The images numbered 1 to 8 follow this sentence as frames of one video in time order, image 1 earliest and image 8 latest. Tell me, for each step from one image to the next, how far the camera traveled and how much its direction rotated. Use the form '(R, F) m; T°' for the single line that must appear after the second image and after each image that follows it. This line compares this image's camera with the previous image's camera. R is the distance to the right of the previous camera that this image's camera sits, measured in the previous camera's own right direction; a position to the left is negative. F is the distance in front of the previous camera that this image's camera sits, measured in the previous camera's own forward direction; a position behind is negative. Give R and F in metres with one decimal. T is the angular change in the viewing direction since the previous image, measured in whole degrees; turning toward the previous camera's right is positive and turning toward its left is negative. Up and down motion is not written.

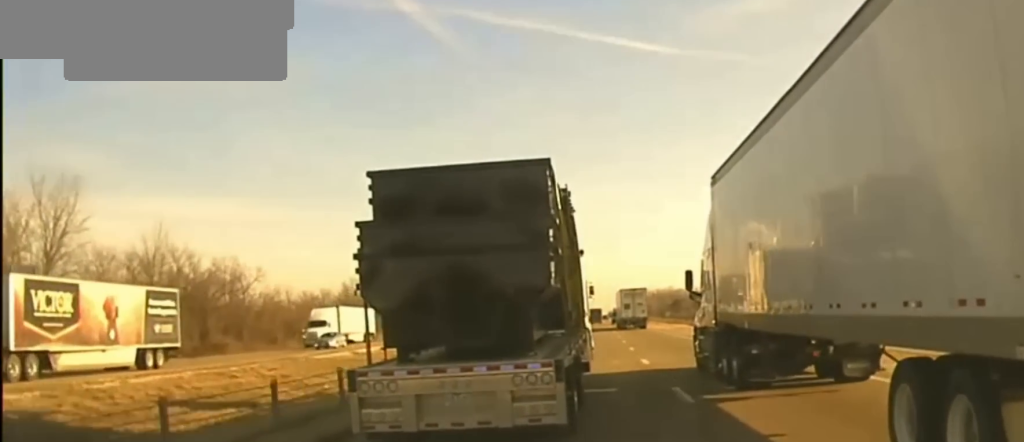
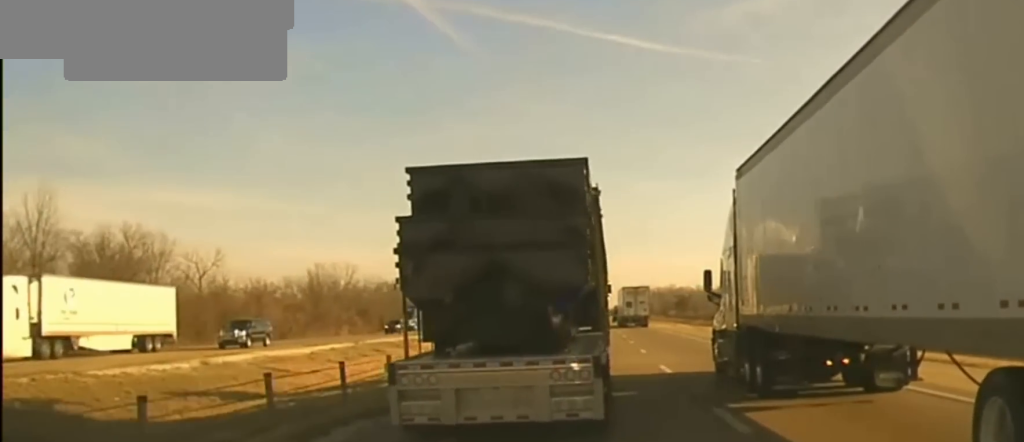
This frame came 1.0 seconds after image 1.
(-0.1, +28.5) m; -1°
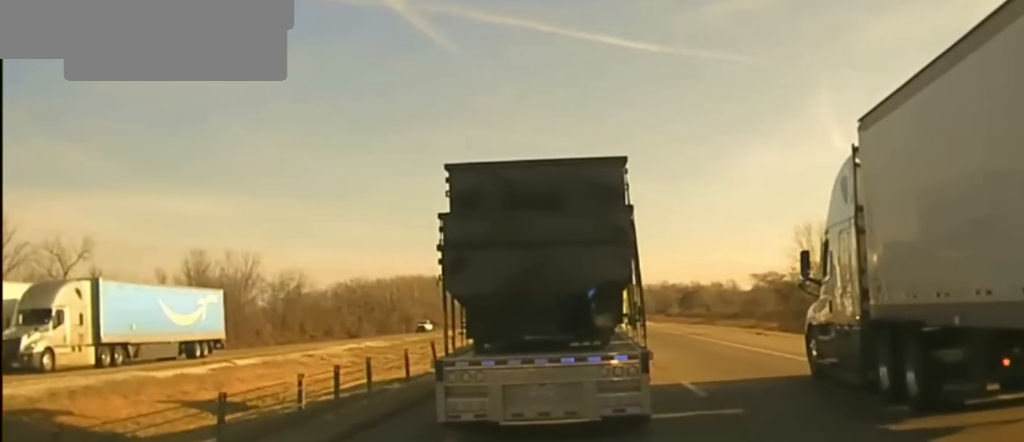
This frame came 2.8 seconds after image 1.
(+0.1, +51.0) m; 0°
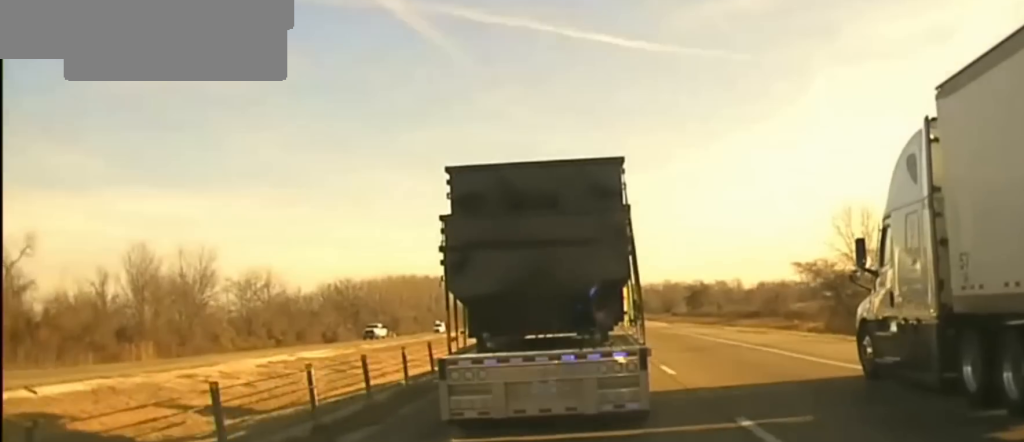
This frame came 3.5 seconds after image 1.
(0.0, +17.4) m; 0°
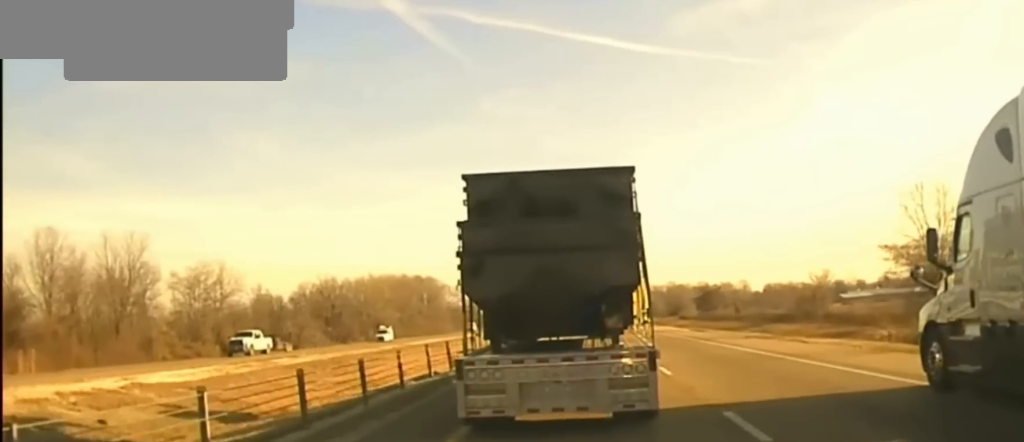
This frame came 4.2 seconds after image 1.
(-0.1, +18.5) m; 0°
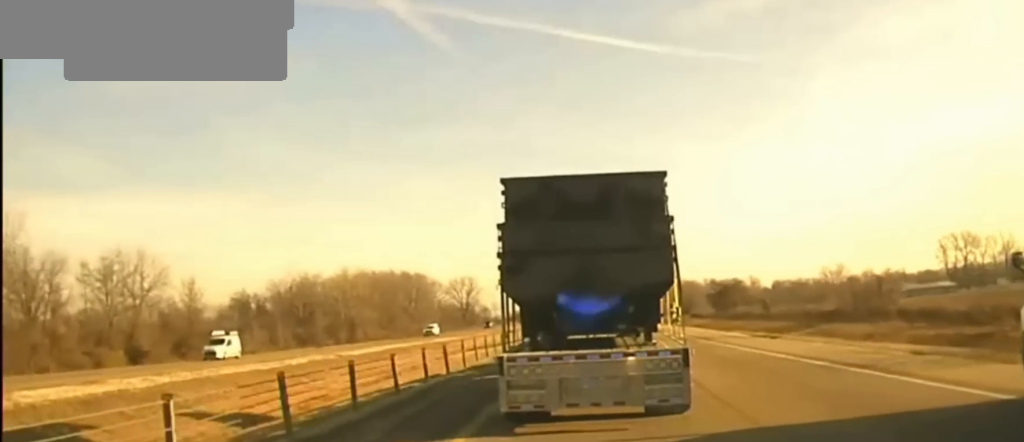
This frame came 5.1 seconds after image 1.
(+0.2, +26.7) m; +1°
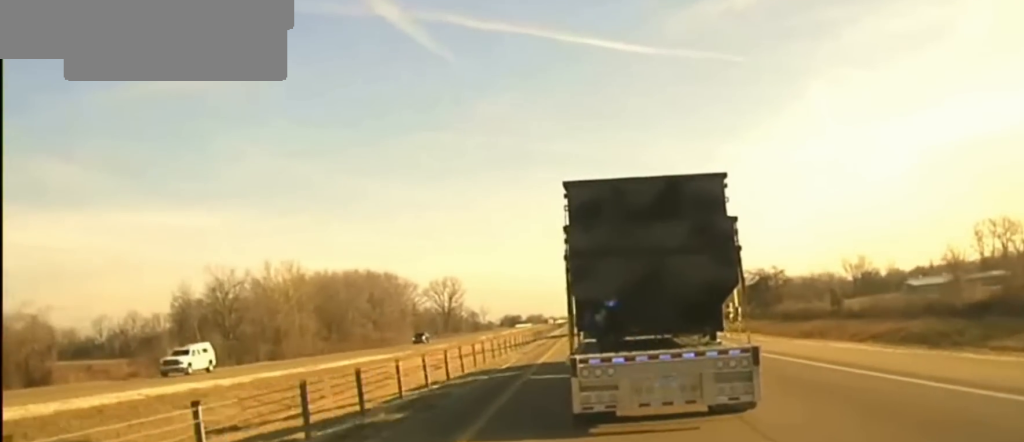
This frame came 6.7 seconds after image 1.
(-0.4, +56.6) m; -1°
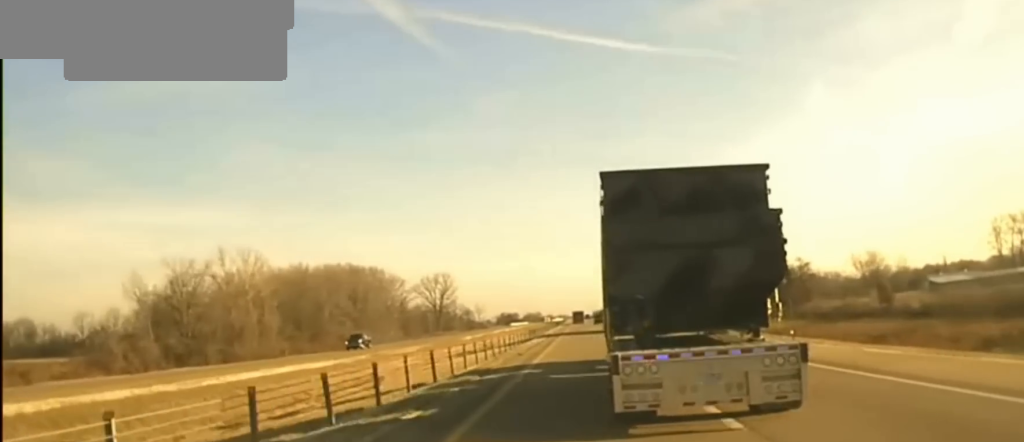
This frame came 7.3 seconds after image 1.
(0.0, +22.8) m; 0°
